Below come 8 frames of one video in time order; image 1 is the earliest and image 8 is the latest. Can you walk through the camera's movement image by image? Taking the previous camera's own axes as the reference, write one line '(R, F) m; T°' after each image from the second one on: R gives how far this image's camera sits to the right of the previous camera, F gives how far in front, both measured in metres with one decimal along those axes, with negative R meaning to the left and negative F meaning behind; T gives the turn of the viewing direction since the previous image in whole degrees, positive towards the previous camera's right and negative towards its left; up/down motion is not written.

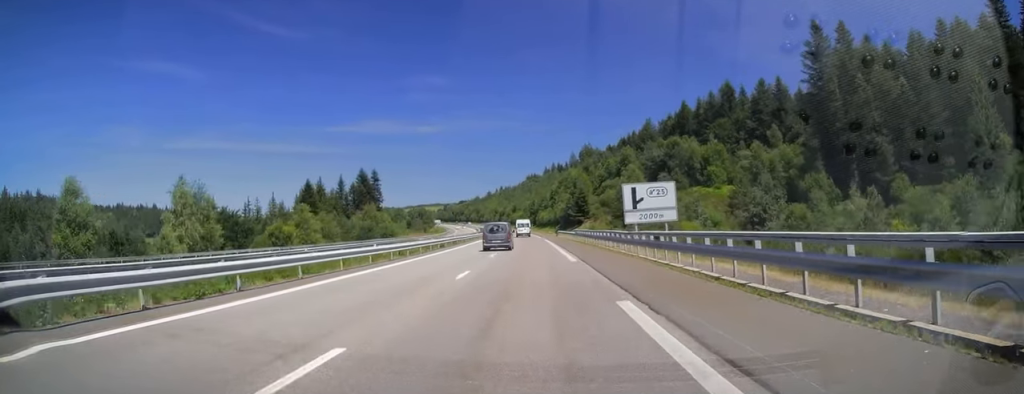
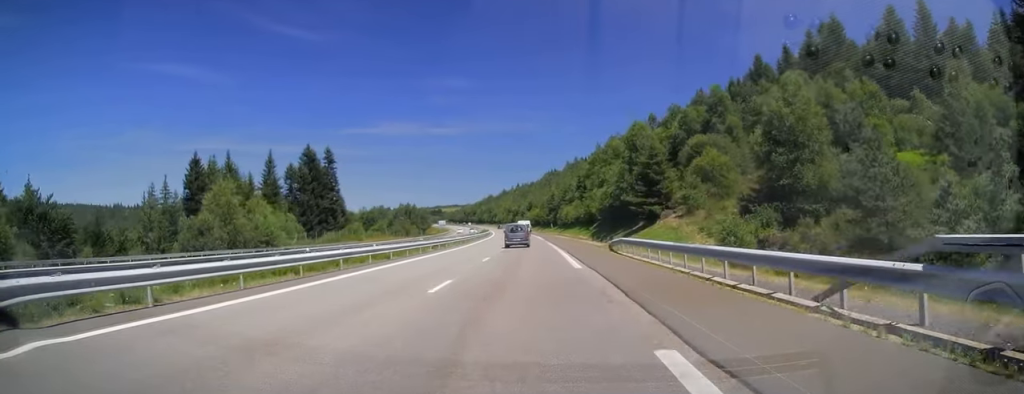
(-0.7, +55.8) m; -1°
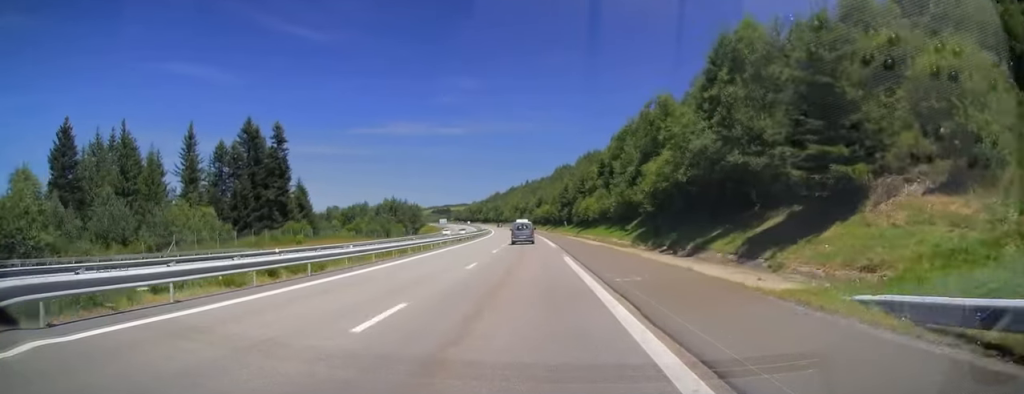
(-0.3, +31.2) m; -1°
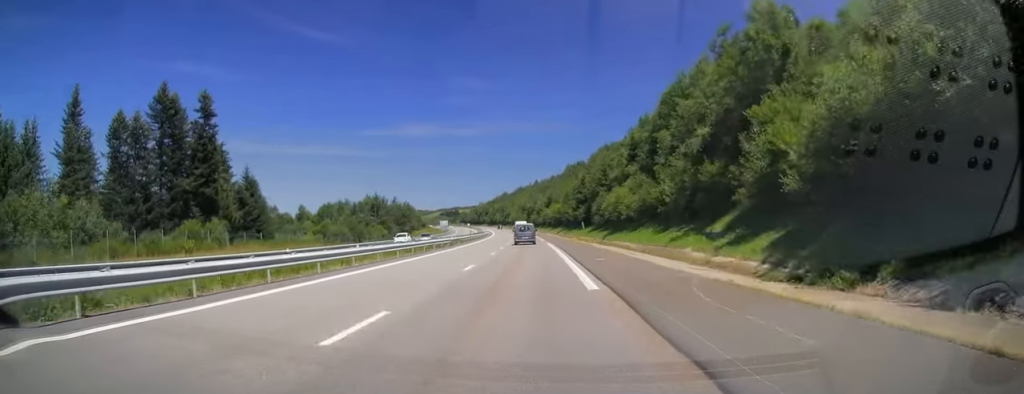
(-0.2, +27.1) m; -1°
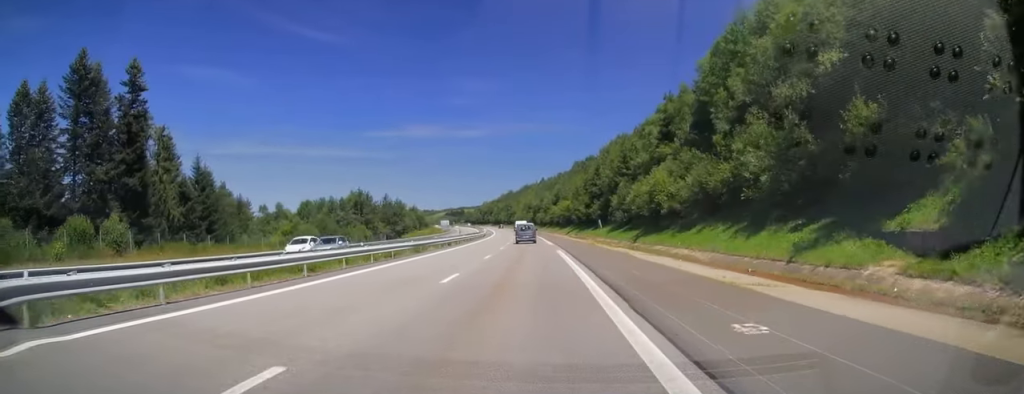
(+0.2, +17.4) m; -1°
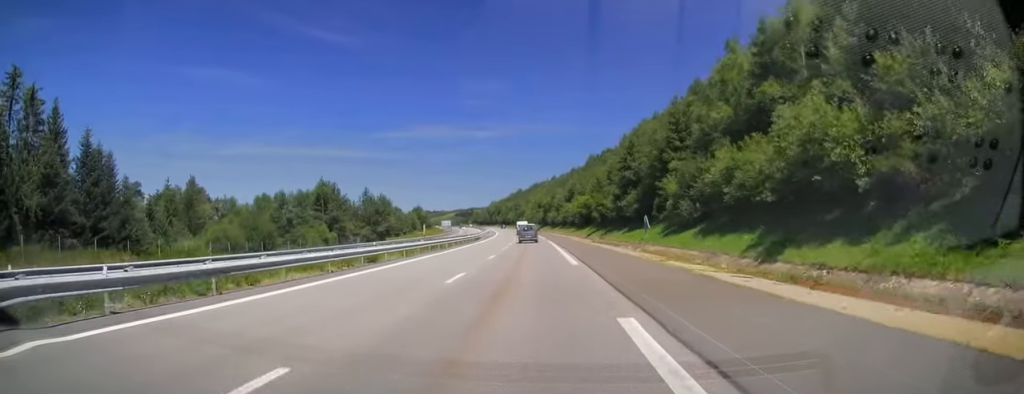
(-0.7, +26.1) m; -1°
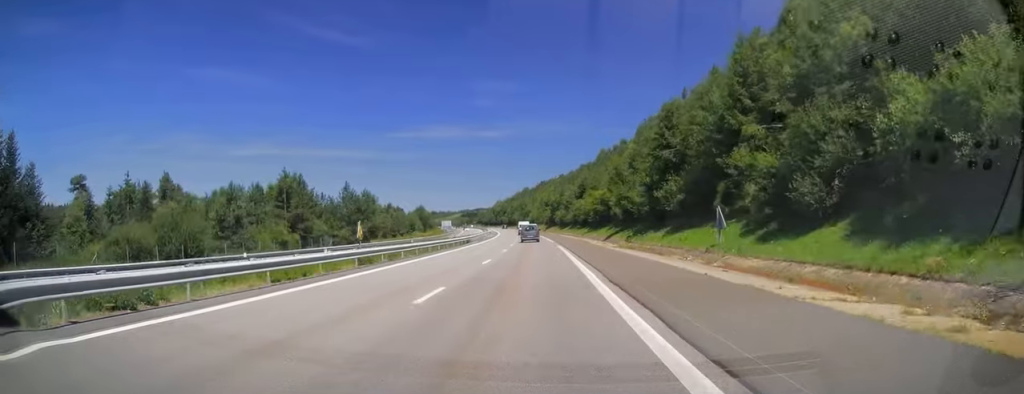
(0.0, +17.4) m; 0°
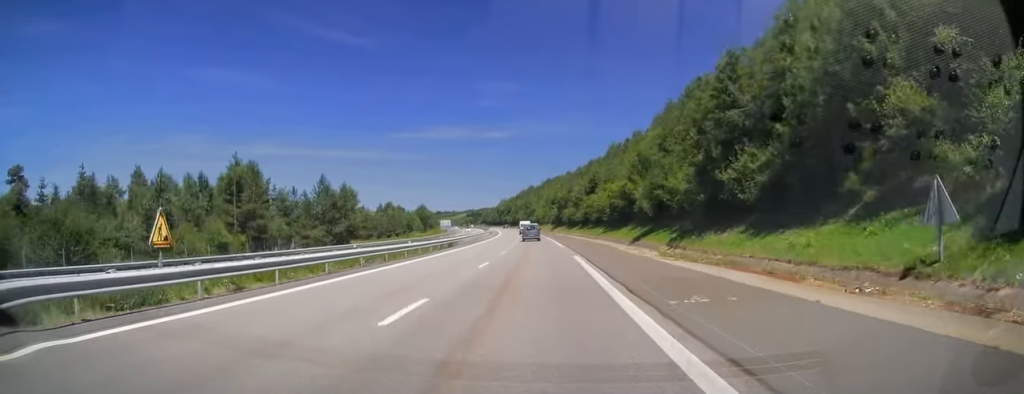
(+0.2, +15.8) m; 0°
